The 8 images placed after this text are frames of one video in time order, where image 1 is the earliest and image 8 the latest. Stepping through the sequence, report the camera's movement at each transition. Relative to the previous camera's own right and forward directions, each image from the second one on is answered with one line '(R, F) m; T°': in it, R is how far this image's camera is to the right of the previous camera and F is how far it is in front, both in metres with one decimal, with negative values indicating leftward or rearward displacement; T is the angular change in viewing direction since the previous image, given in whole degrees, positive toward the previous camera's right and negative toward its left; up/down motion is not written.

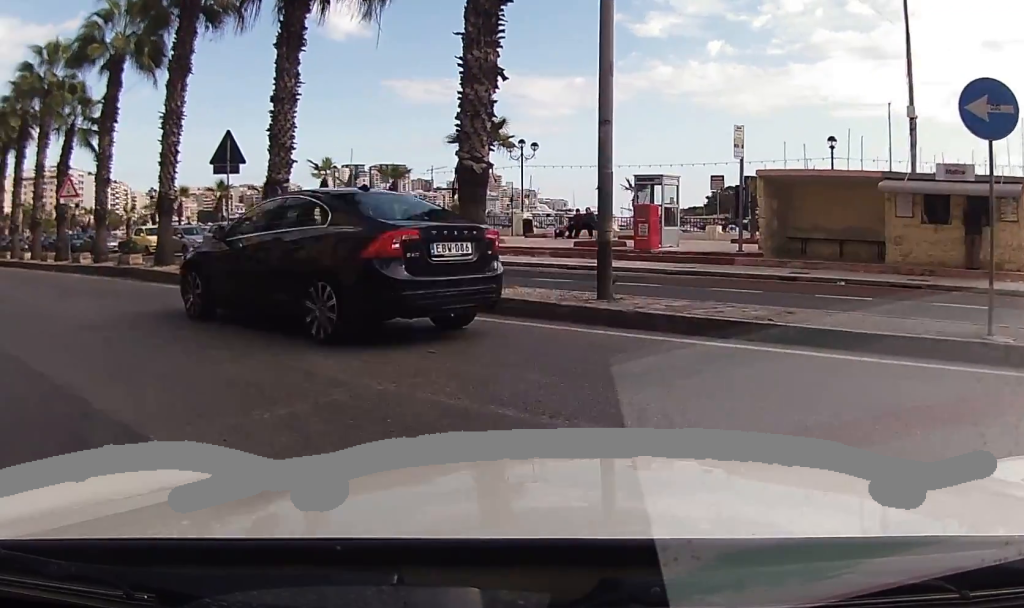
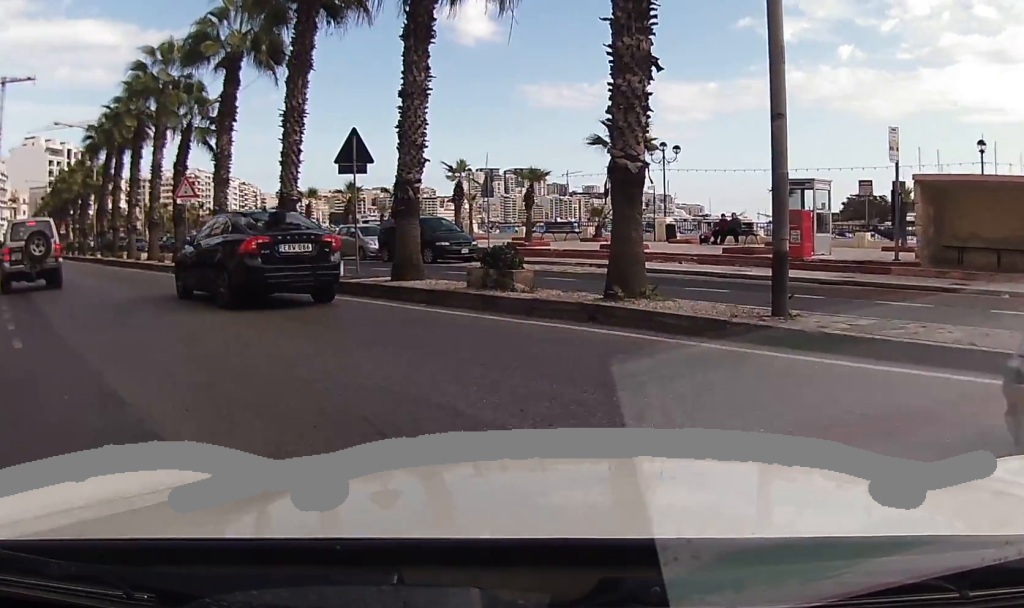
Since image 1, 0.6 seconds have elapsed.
(-0.1, +1.0) m; -6°
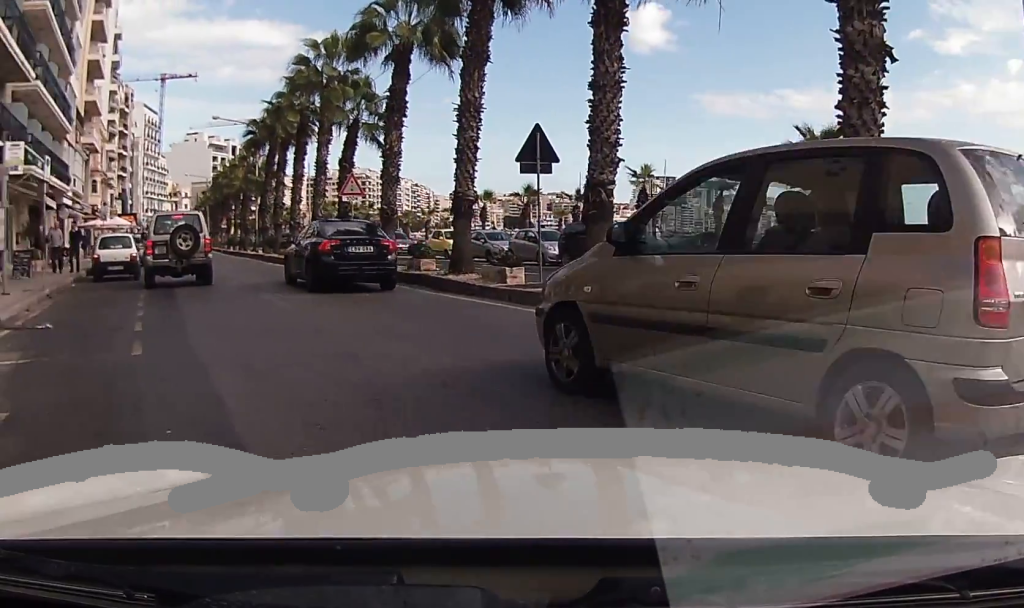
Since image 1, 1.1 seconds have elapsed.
(0.0, +0.9) m; -7°
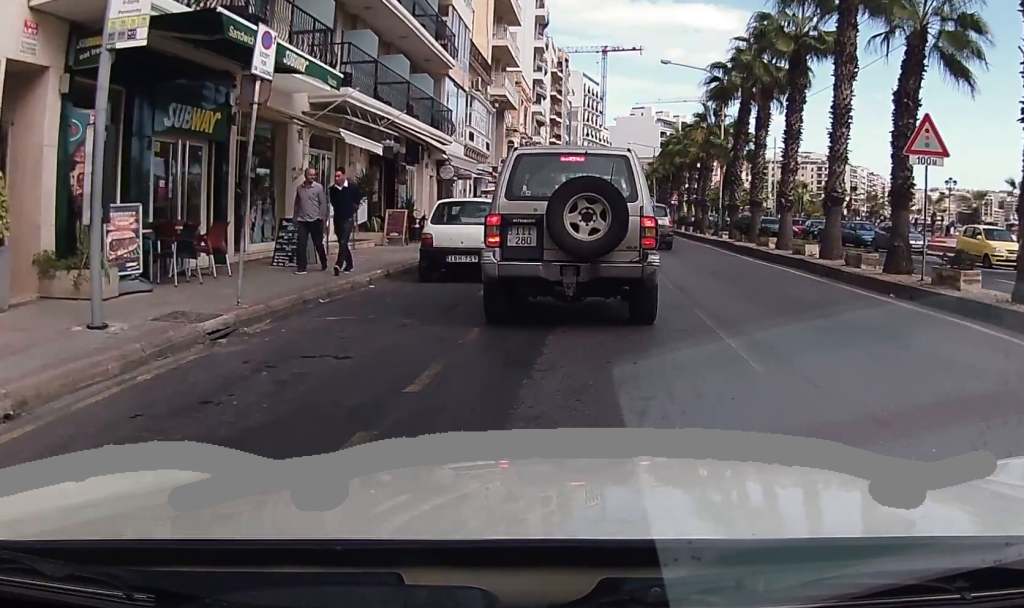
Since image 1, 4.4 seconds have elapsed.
(-5.3, +8.7) m; -43°
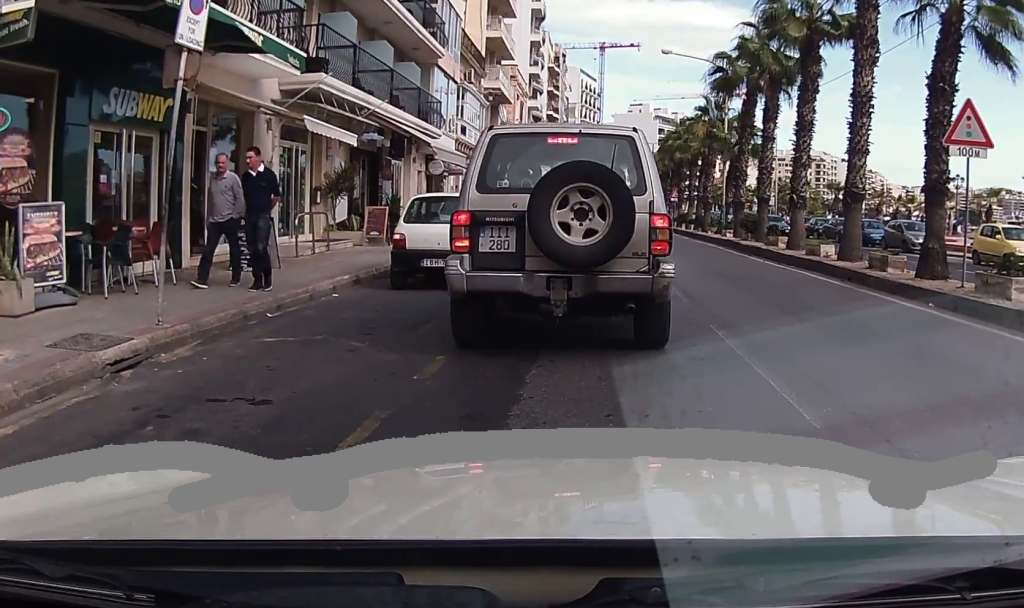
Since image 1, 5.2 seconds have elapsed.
(0.0, +3.0) m; -8°
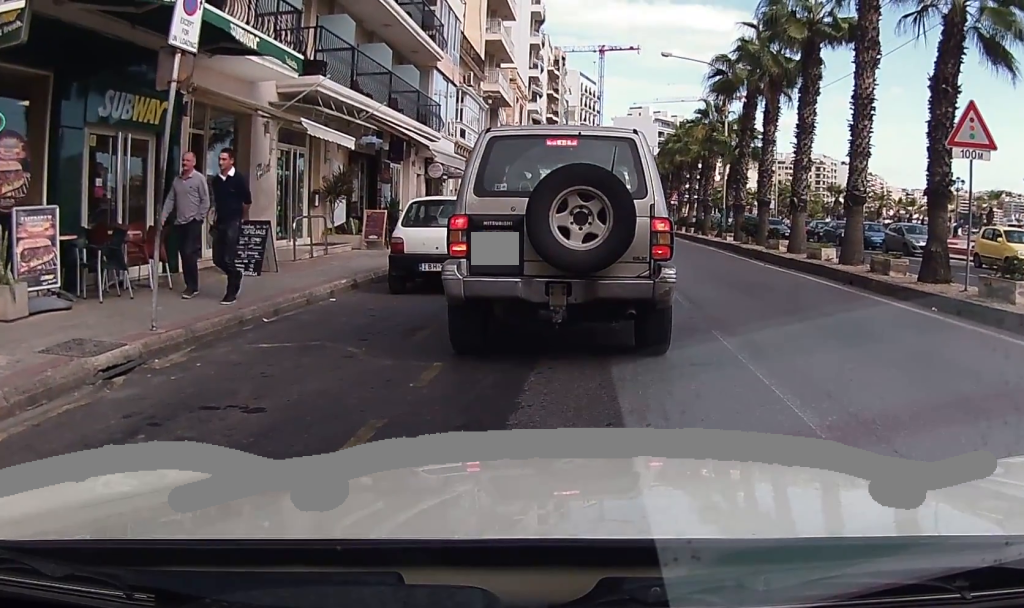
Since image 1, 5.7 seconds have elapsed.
(-0.4, +1.4) m; -3°
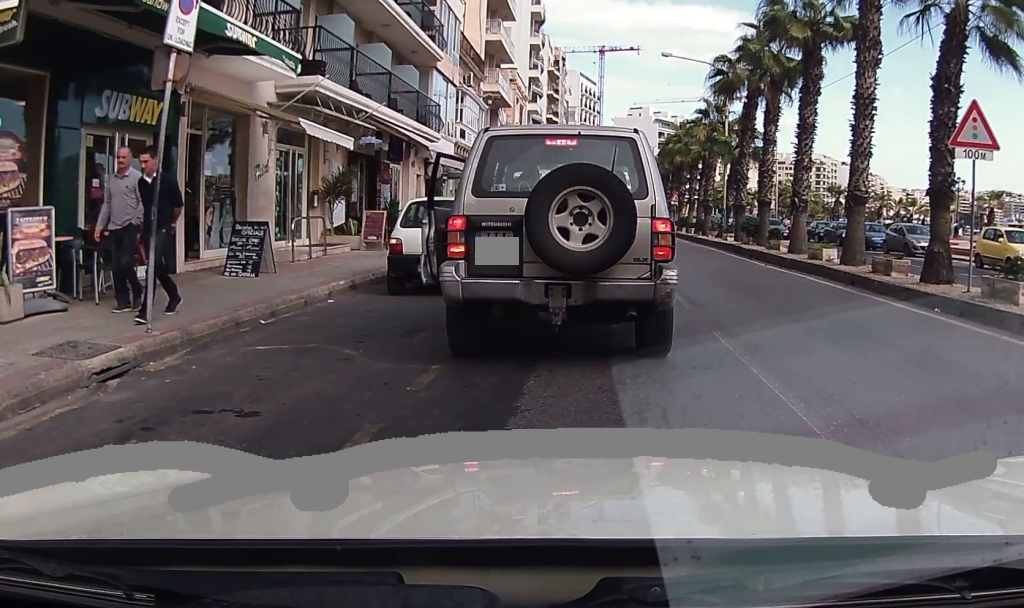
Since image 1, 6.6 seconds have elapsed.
(+0.2, +1.3) m; -1°
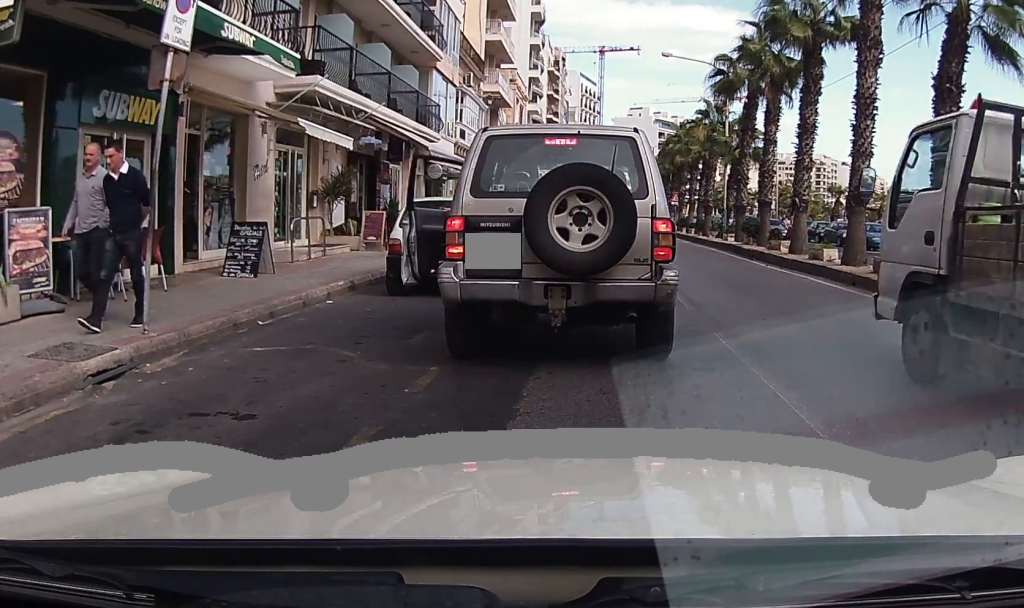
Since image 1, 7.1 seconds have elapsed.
(+0.2, +0.3) m; 0°
